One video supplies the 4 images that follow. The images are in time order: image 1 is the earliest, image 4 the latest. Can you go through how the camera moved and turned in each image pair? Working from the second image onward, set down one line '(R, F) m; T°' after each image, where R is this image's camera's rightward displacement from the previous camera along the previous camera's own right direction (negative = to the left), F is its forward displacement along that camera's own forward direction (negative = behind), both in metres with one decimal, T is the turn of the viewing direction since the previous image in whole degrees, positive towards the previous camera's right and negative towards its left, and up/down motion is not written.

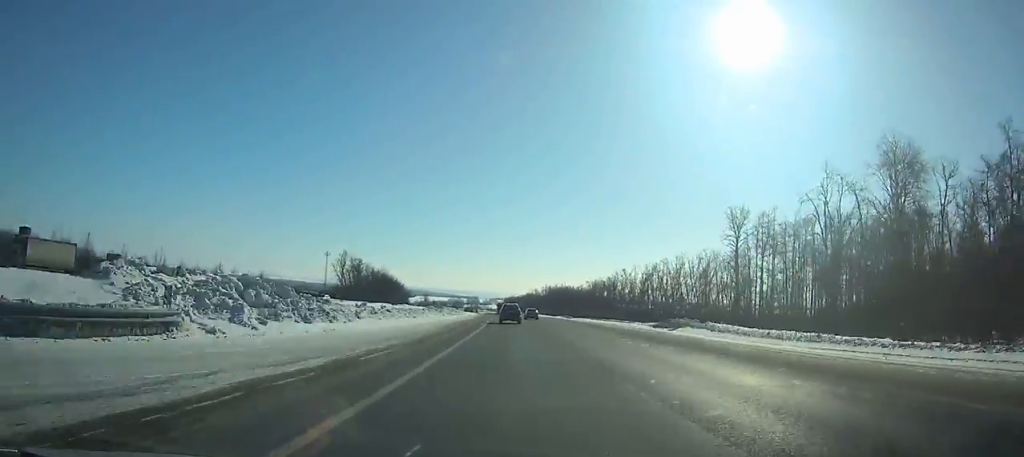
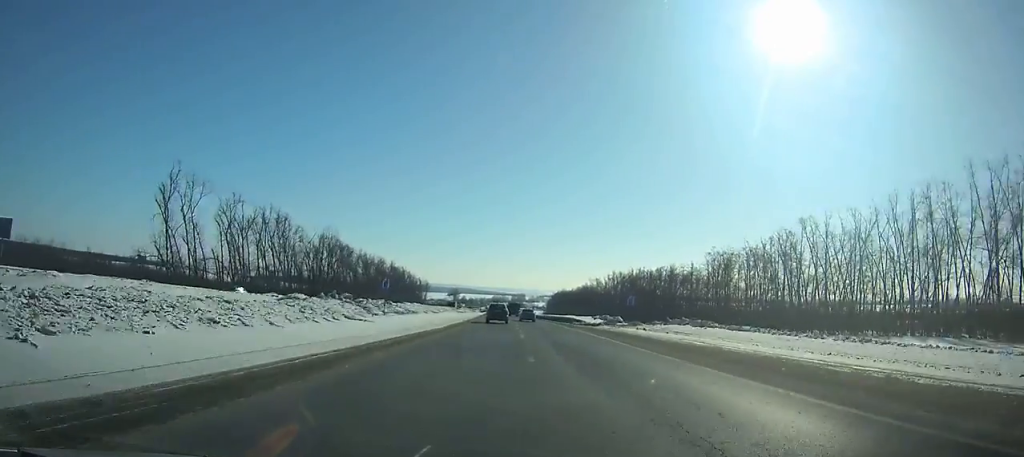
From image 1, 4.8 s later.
(-4.7, +126.4) m; -4°
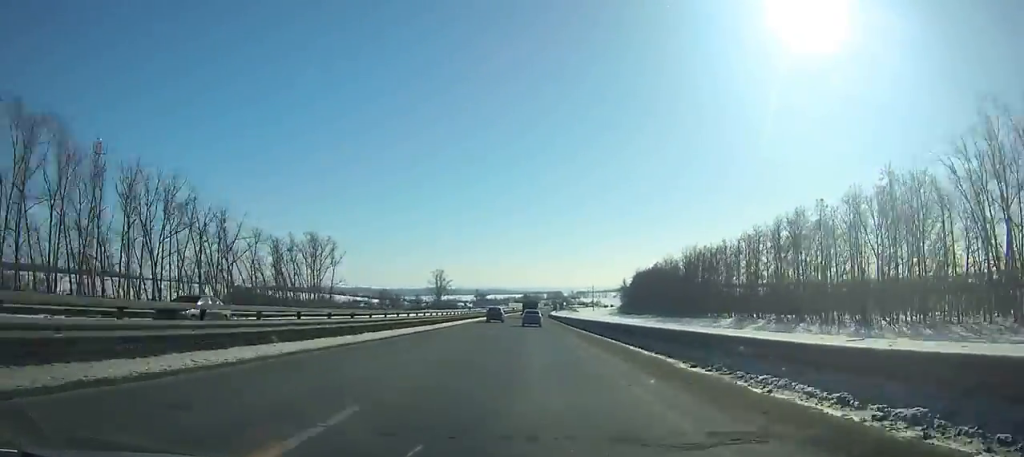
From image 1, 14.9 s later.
(-12.5, +264.6) m; -3°
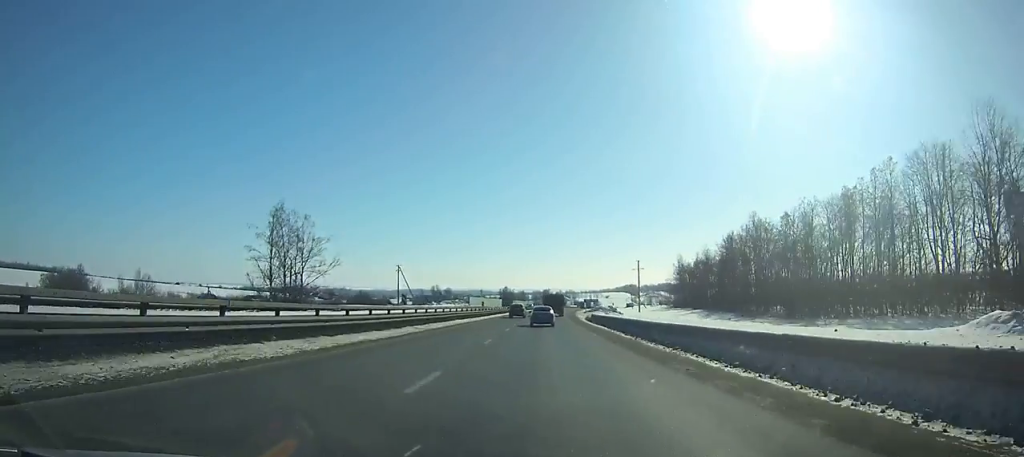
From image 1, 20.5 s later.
(+1.0, +152.4) m; +1°
